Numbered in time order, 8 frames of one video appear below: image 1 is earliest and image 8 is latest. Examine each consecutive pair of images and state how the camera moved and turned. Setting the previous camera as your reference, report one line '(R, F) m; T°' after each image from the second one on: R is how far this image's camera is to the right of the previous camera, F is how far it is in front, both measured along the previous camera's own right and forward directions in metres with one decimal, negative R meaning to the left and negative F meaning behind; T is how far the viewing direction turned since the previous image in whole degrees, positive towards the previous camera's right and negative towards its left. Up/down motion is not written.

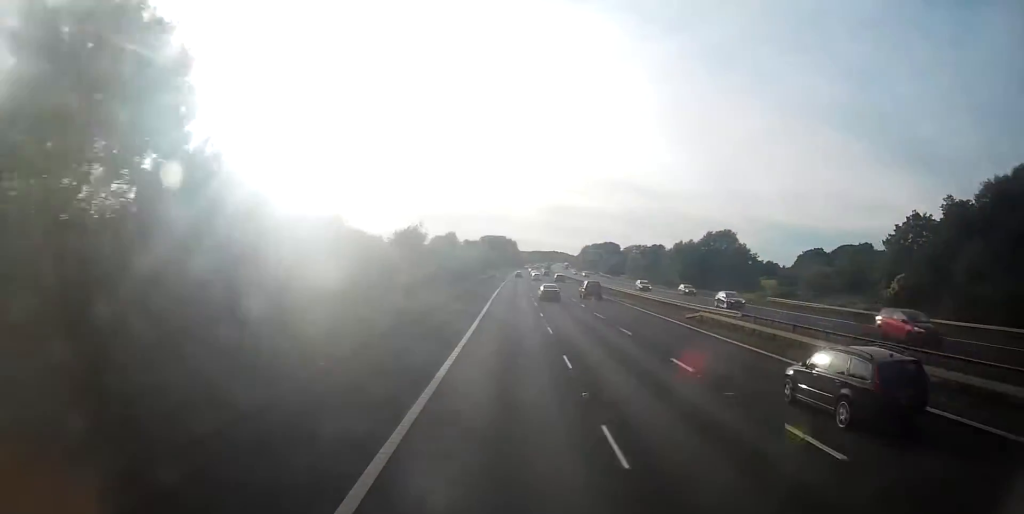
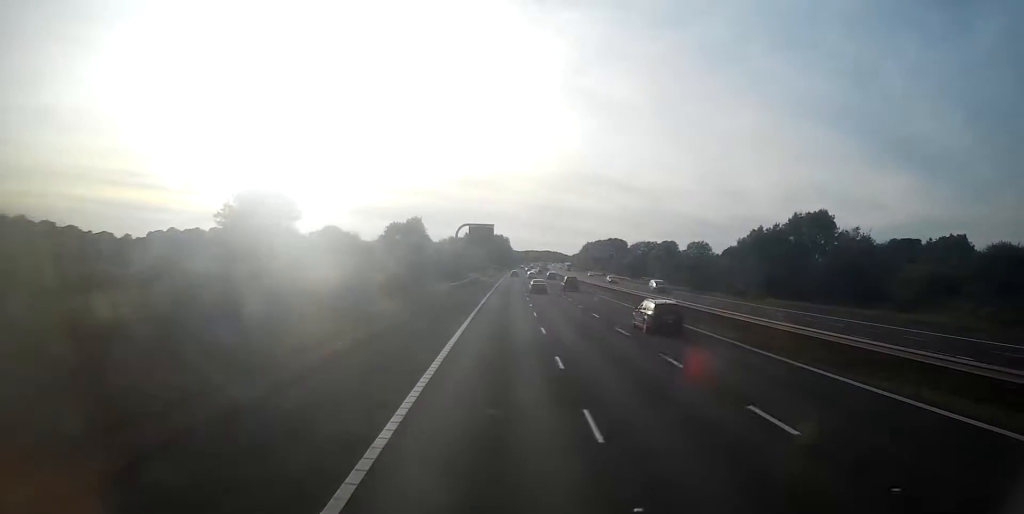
(+0.3, +43.4) m; +1°
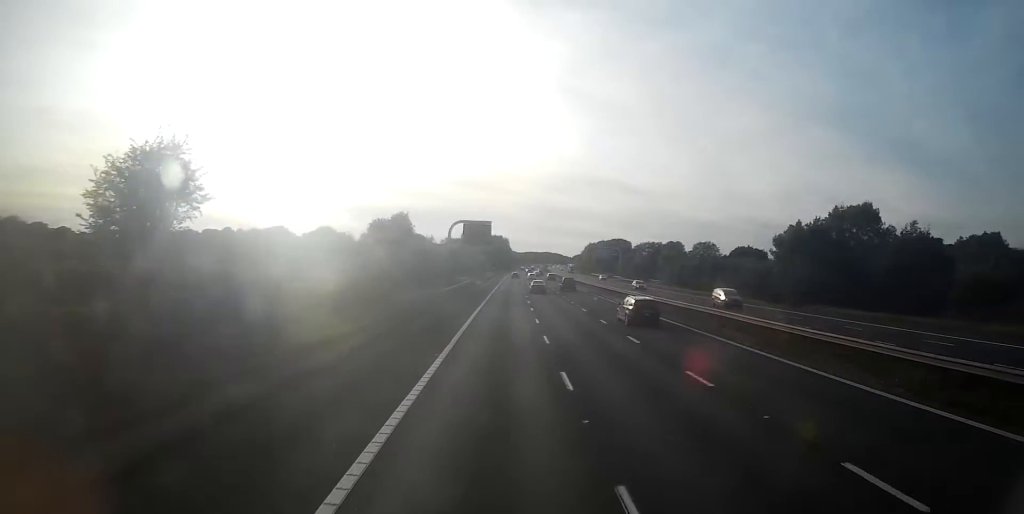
(+0.2, +11.8) m; 0°
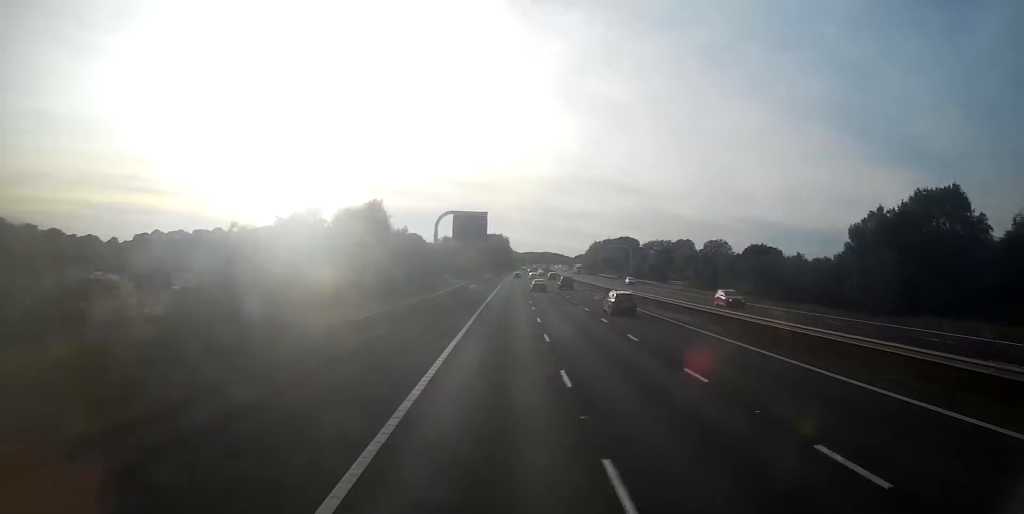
(-0.2, +17.4) m; -1°
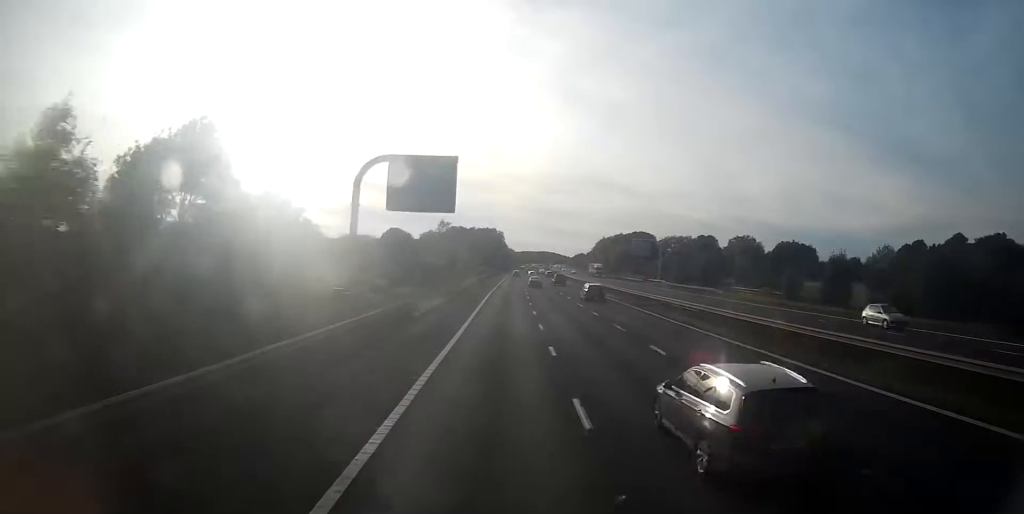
(-0.3, +40.5) m; 0°
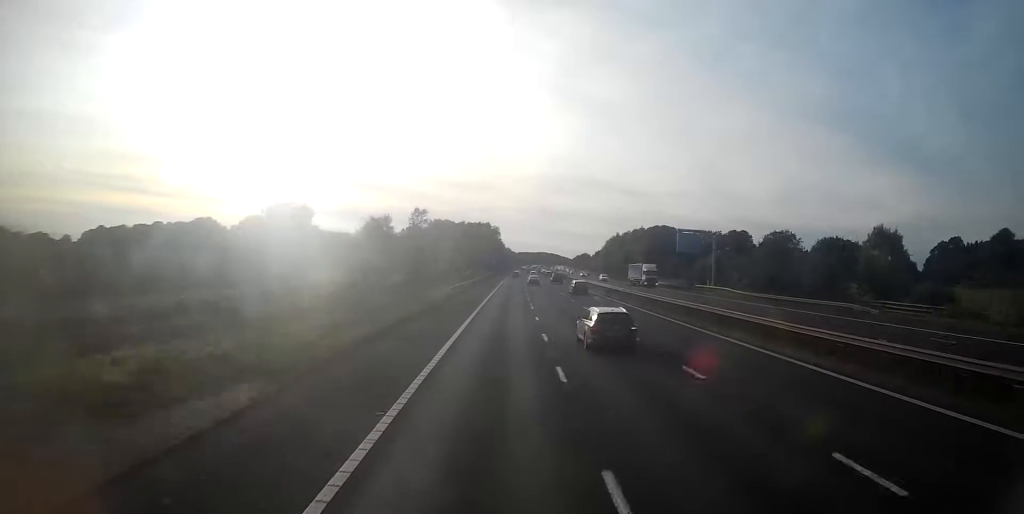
(+0.6, +40.5) m; +1°
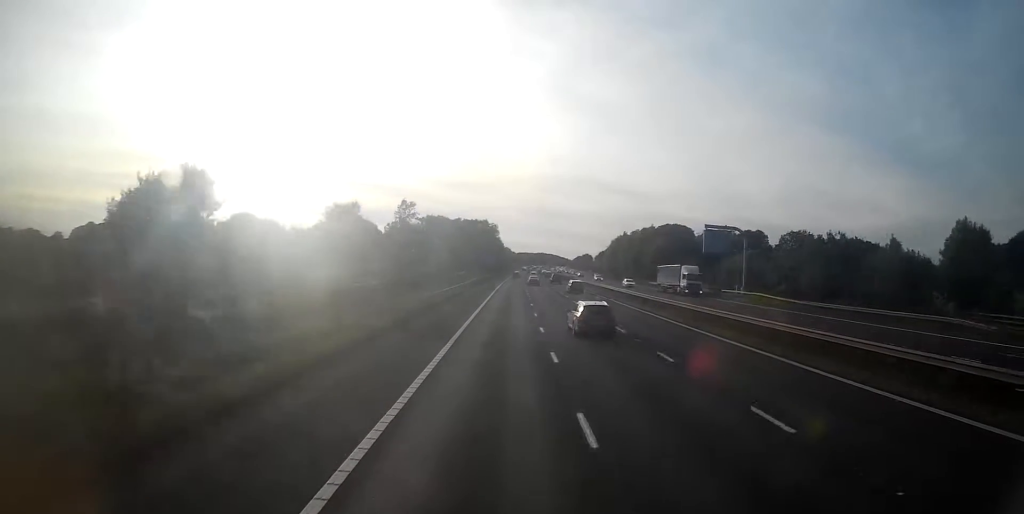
(+0.1, +14.8) m; 0°
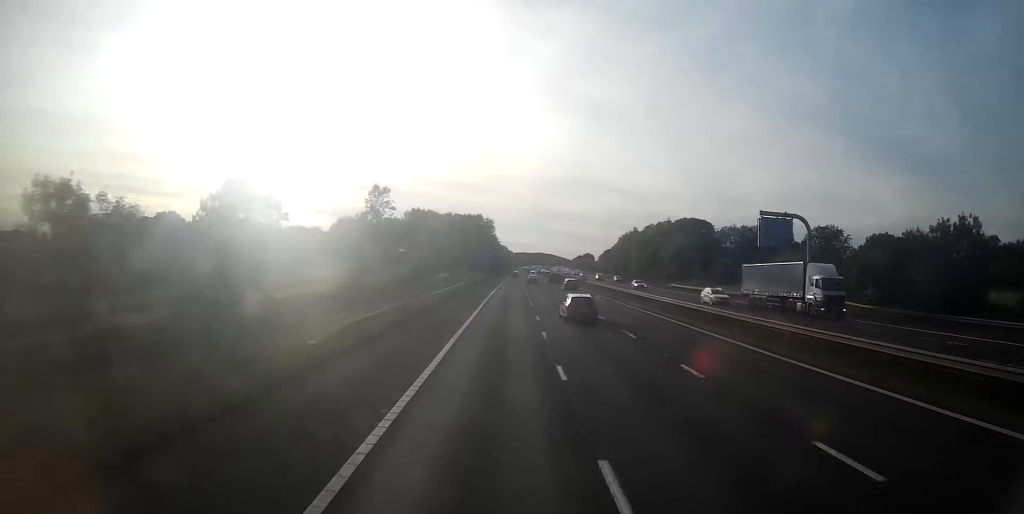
(-0.4, +21.2) m; 0°
